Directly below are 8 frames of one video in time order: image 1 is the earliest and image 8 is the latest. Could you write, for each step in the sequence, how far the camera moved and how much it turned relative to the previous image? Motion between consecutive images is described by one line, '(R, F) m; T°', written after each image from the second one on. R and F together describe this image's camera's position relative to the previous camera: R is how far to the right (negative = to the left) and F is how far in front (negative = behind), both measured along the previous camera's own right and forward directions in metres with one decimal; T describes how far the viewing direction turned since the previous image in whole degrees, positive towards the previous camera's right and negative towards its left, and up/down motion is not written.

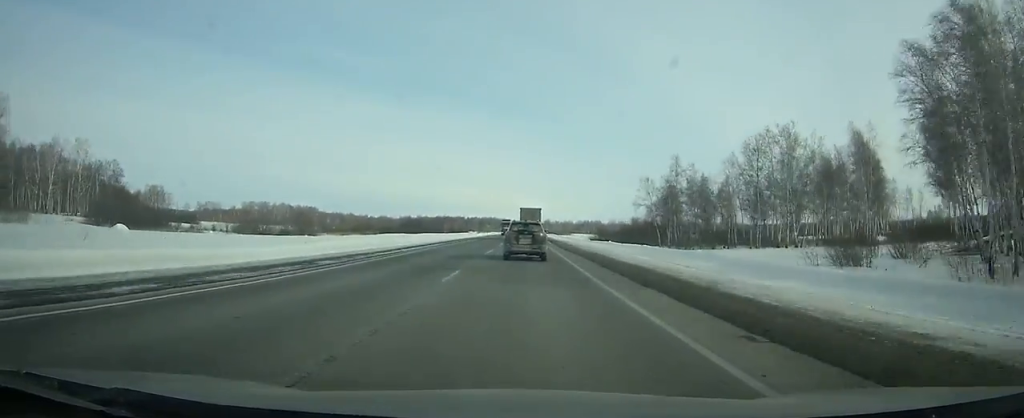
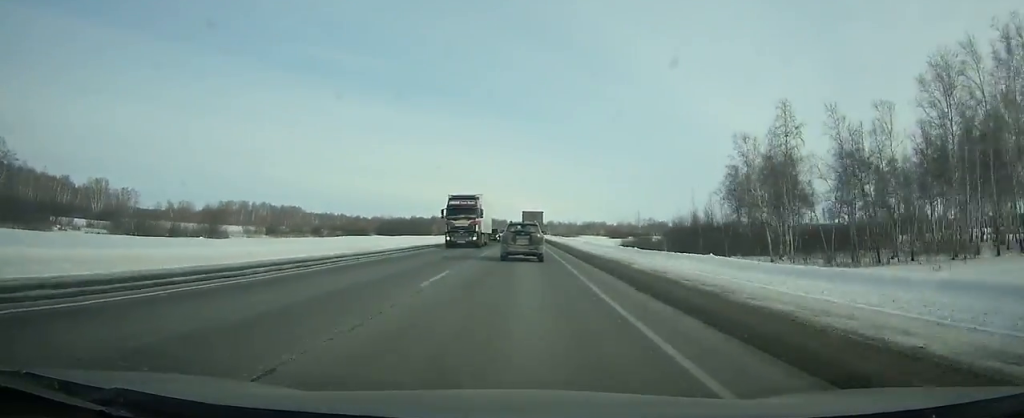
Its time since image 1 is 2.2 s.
(+0.1, +49.6) m; 0°
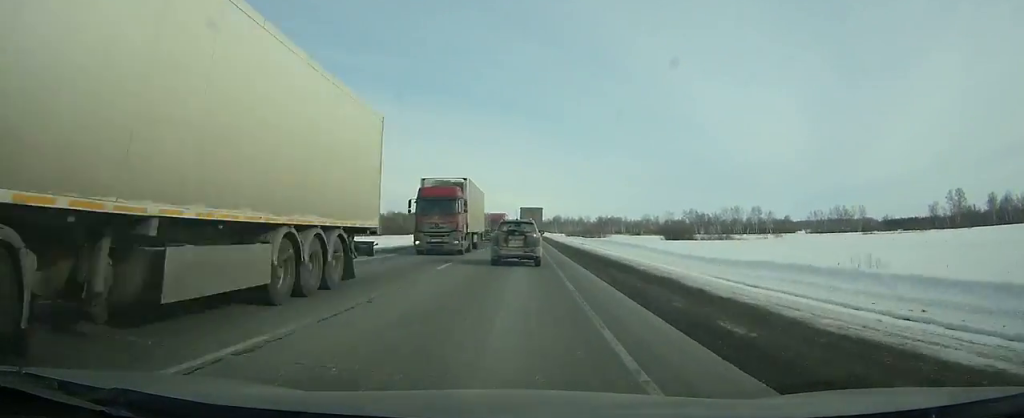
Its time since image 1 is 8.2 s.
(+0.6, +137.3) m; 0°
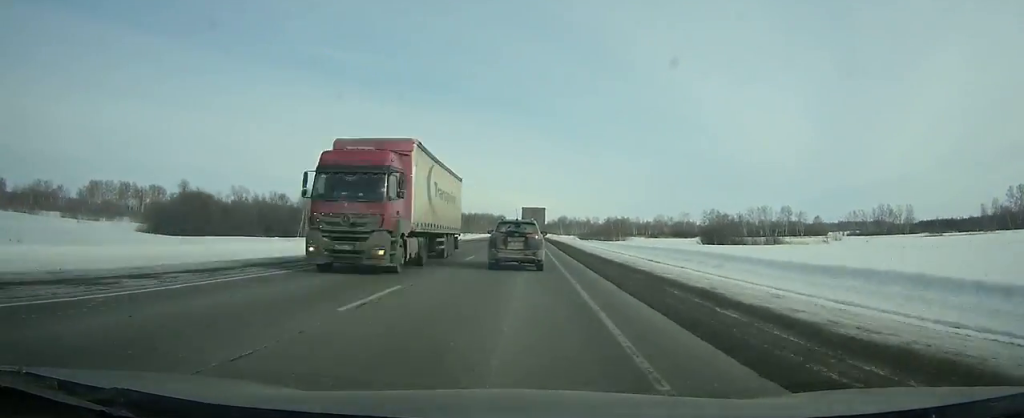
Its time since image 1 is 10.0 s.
(+0.1, +41.0) m; 0°
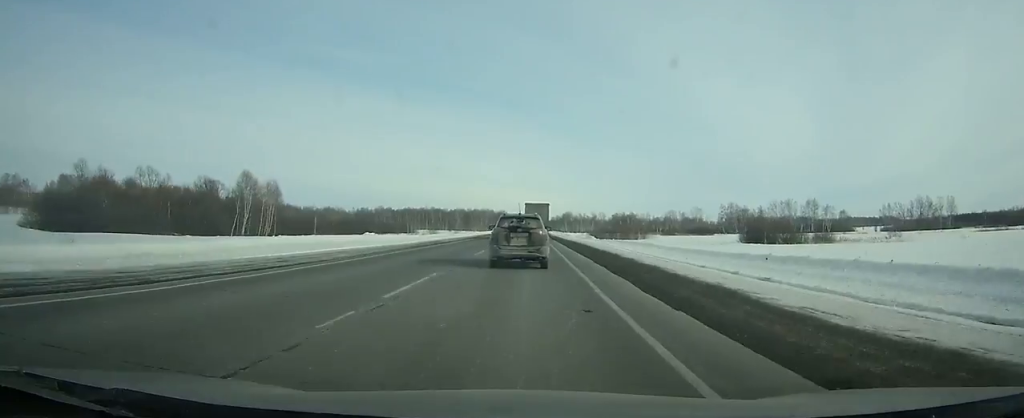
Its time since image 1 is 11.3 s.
(-0.1, +29.2) m; 0°
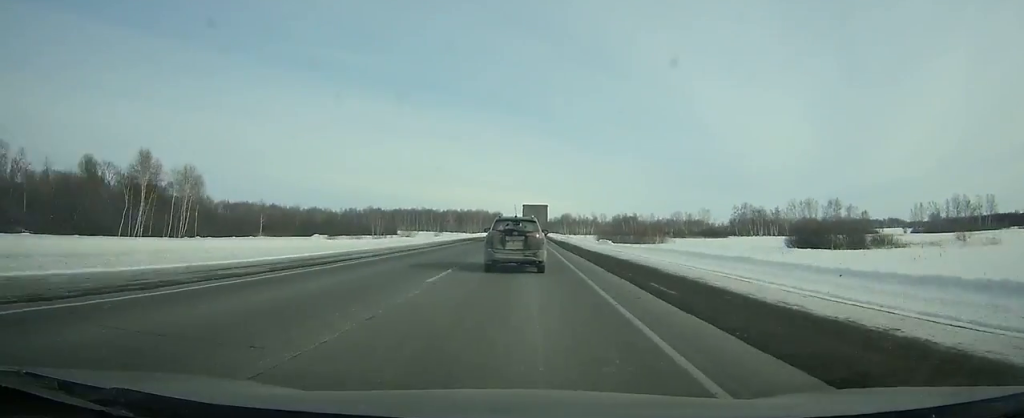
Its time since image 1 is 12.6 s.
(0.0, +29.1) m; 0°
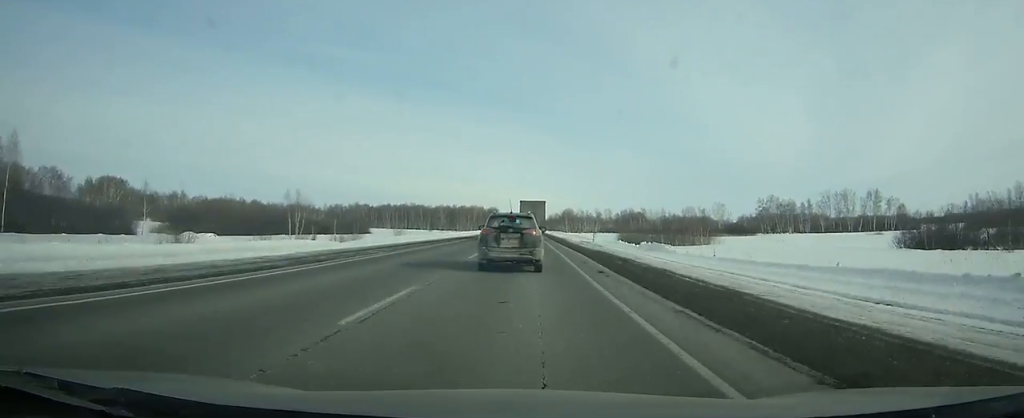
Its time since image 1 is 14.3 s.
(0.0, +37.1) m; 0°
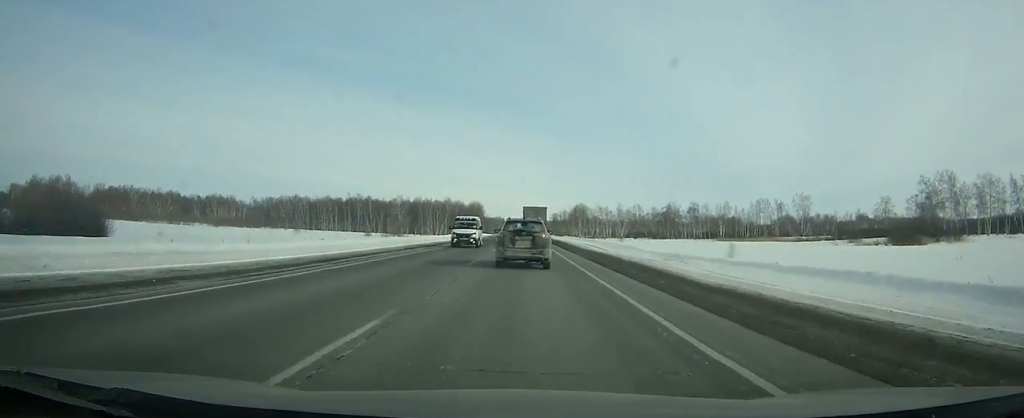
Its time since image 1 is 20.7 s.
(+0.3, +137.2) m; +1°
